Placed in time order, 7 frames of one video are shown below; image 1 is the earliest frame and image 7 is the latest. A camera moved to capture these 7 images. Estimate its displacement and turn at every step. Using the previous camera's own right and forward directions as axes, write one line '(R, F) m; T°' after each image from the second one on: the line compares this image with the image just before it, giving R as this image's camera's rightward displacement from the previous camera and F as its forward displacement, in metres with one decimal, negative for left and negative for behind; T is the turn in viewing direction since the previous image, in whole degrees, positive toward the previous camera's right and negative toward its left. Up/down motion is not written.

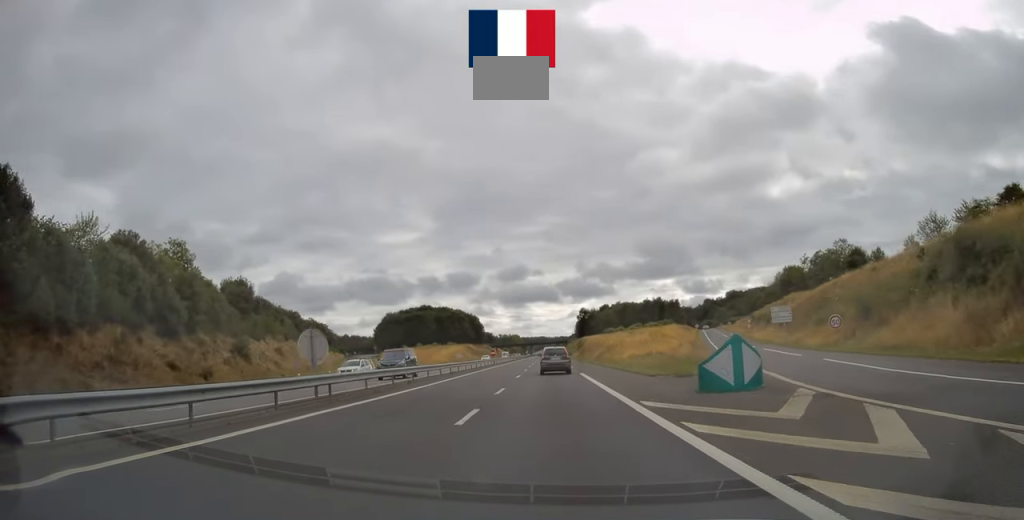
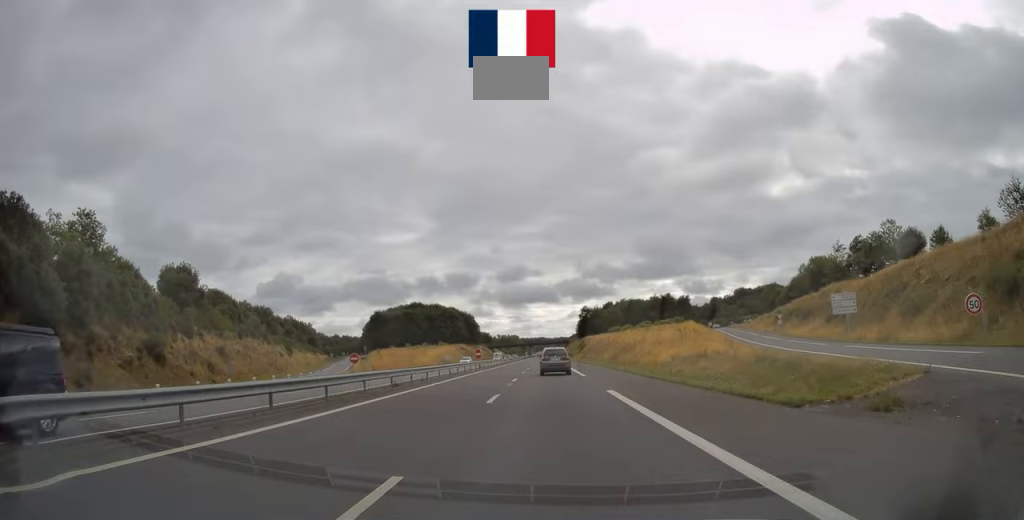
(0.0, +16.4) m; 0°
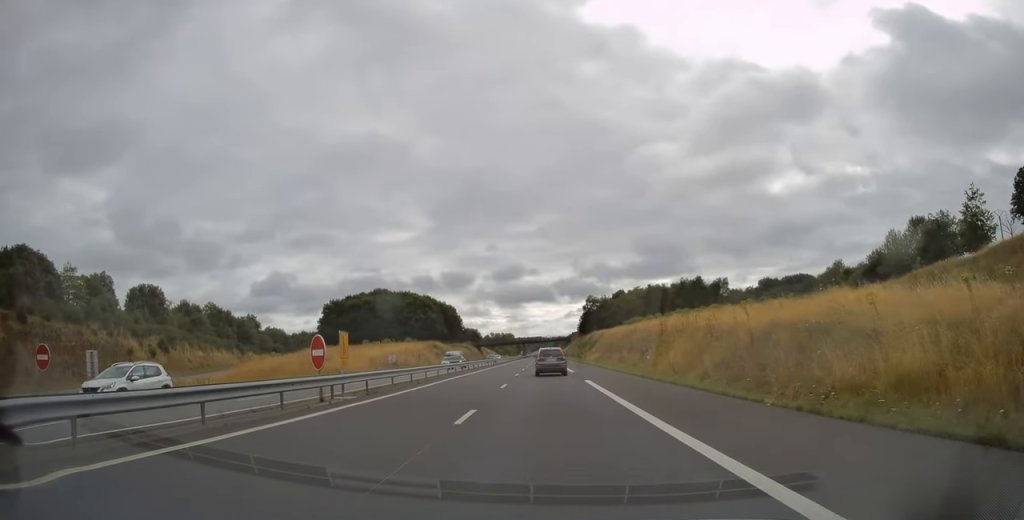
(+0.2, +42.9) m; +1°
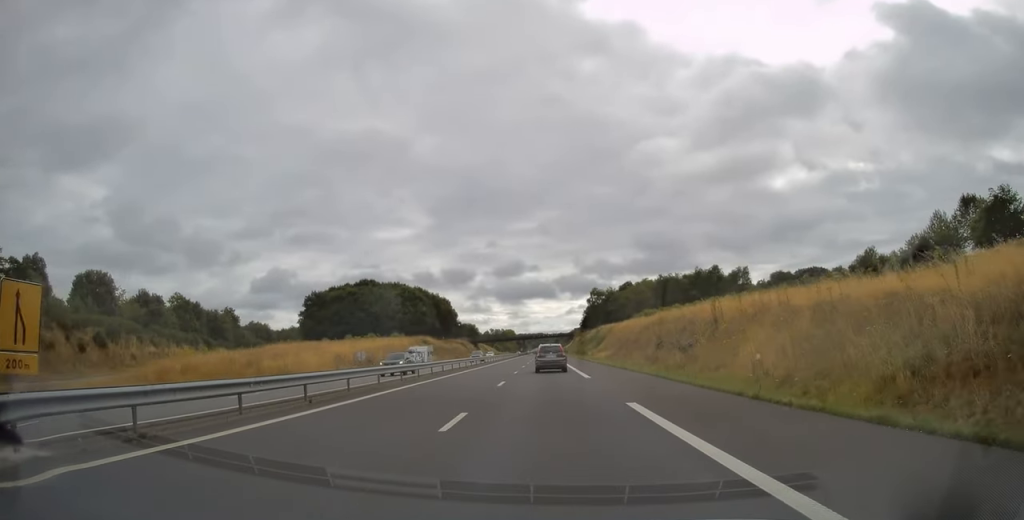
(+0.2, +14.3) m; 0°
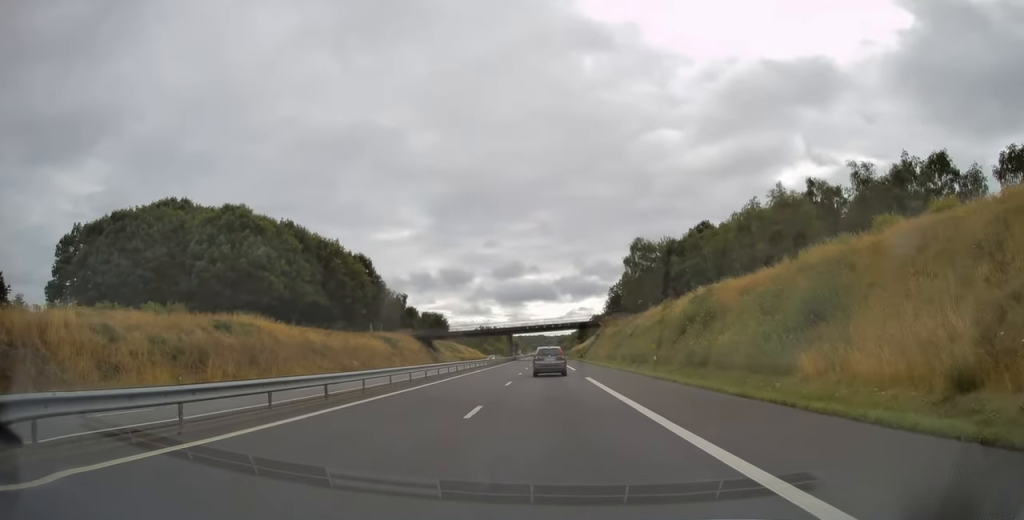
(-1.0, +86.4) m; 0°
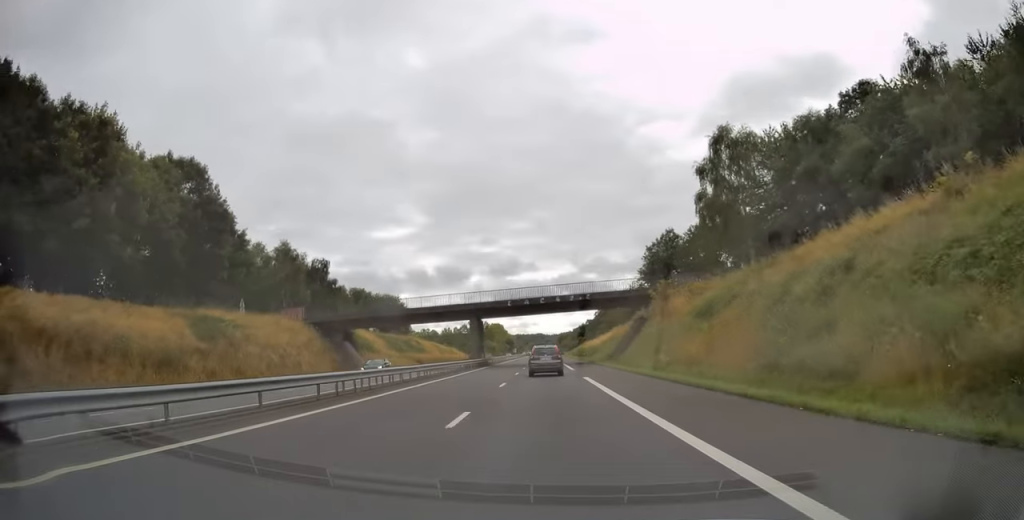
(+0.4, +52.2) m; 0°
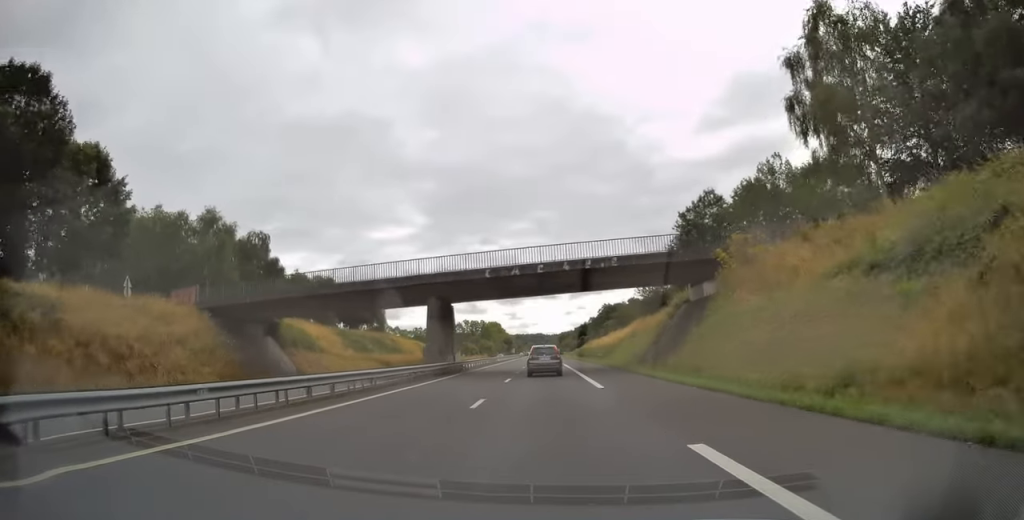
(-0.2, +21.5) m; -1°
